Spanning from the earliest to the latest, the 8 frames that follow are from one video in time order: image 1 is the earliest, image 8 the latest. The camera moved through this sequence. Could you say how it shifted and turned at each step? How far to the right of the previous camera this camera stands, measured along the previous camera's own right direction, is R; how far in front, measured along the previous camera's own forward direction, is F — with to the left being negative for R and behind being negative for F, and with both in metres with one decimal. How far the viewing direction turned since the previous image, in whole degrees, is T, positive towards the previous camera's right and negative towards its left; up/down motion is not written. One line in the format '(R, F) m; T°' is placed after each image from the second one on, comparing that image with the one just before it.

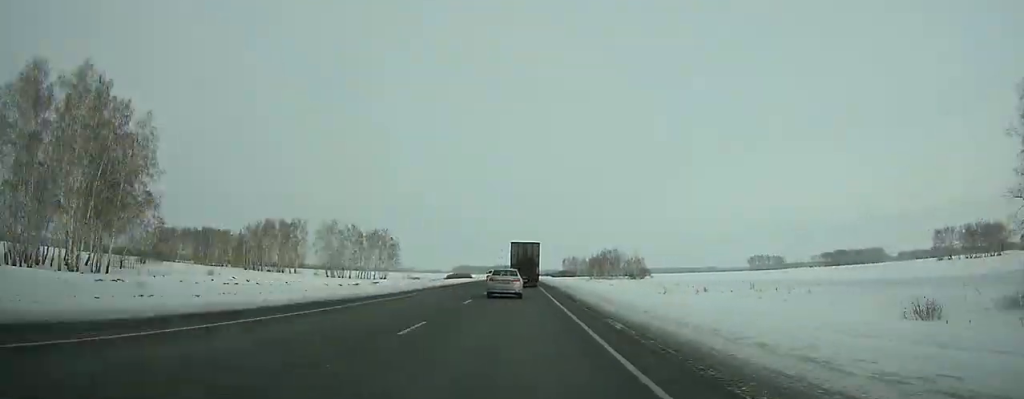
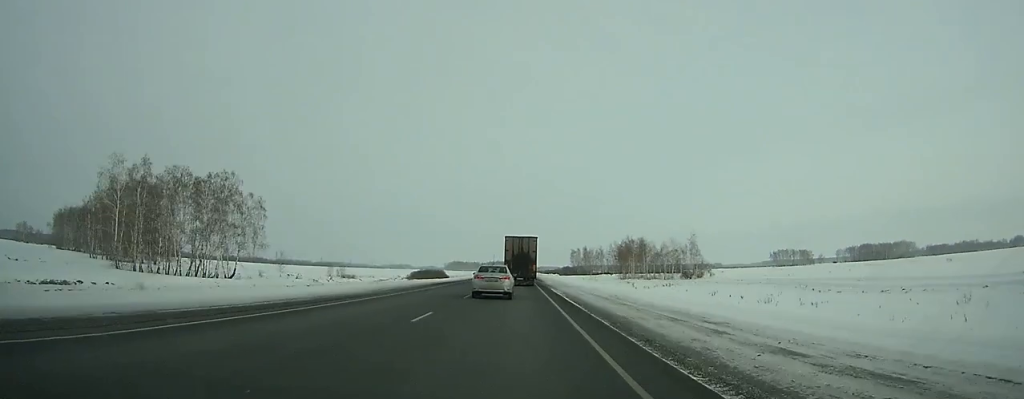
(+0.3, +80.5) m; 0°
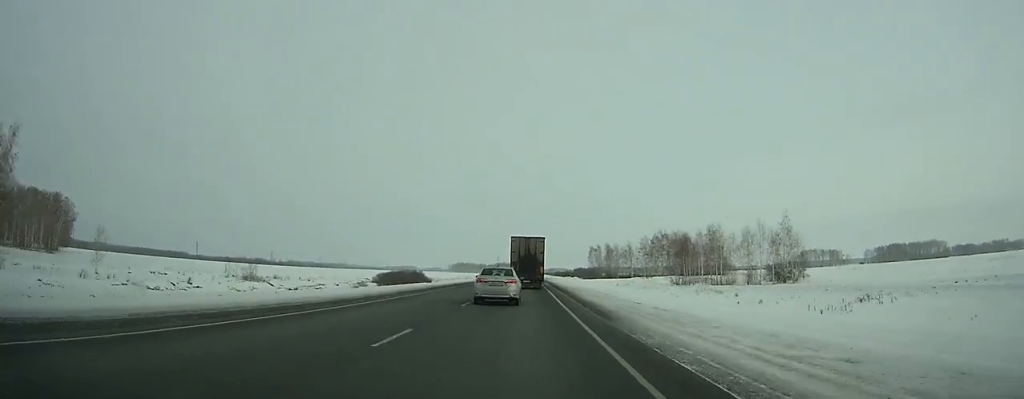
(-0.6, +51.3) m; 0°
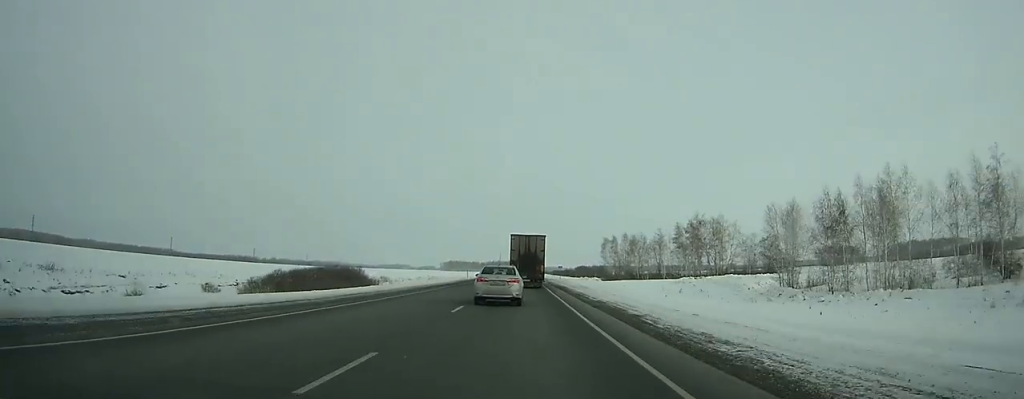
(-0.1, +50.6) m; 0°
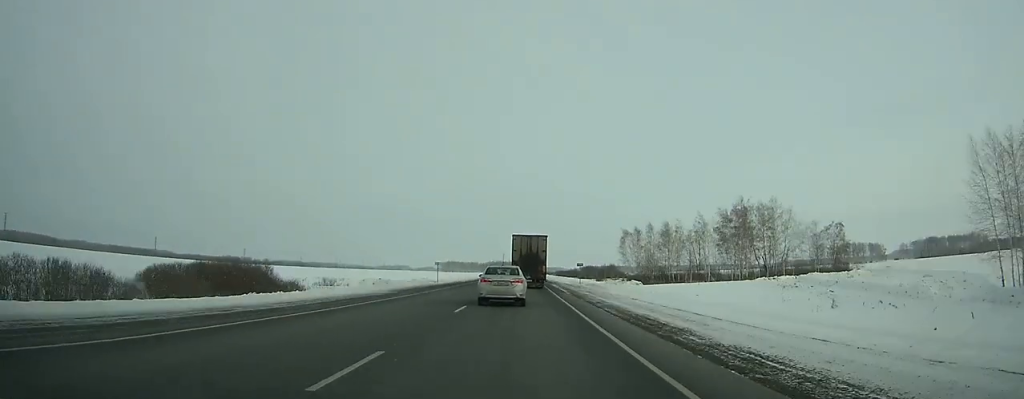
(+0.1, +36.5) m; 0°
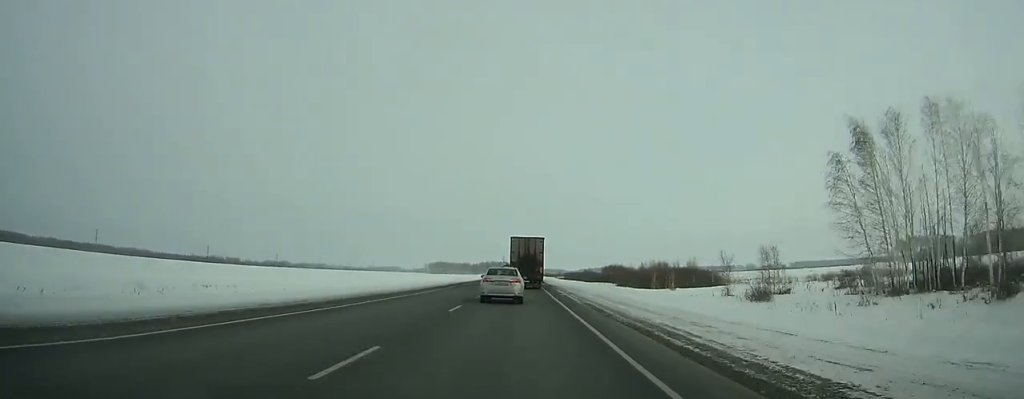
(+0.1, +109.2) m; 0°
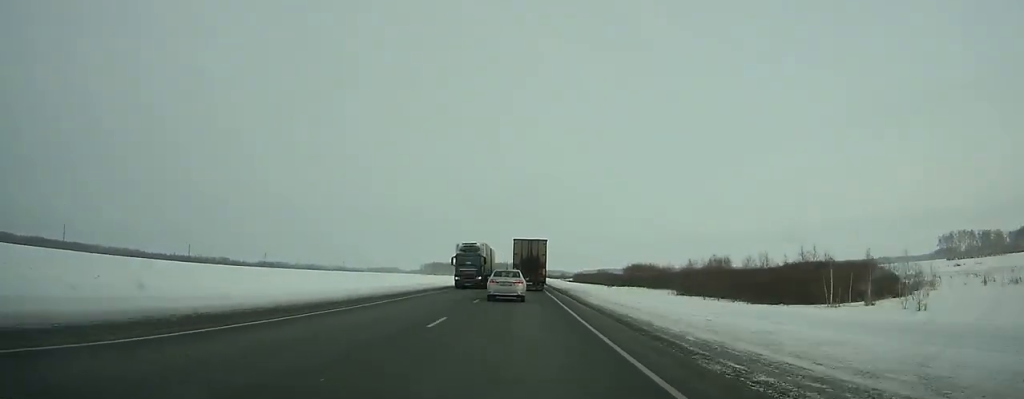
(0.0, +53.7) m; 0°
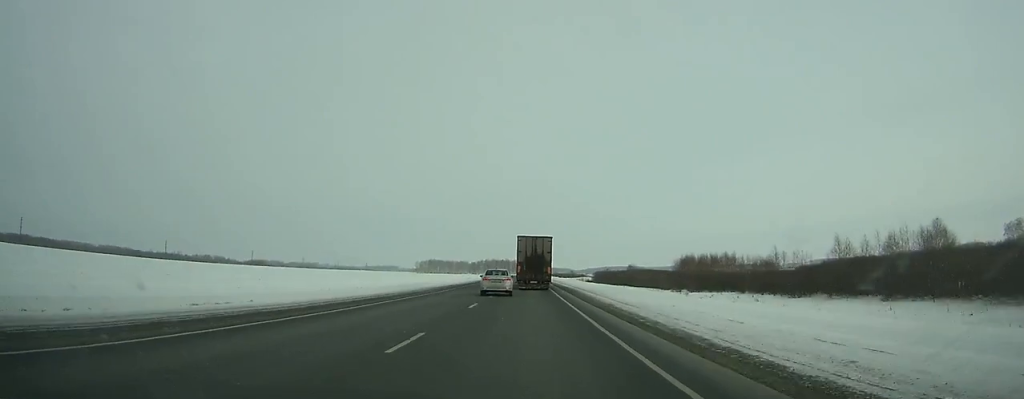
(0.0, +68.1) m; 0°
